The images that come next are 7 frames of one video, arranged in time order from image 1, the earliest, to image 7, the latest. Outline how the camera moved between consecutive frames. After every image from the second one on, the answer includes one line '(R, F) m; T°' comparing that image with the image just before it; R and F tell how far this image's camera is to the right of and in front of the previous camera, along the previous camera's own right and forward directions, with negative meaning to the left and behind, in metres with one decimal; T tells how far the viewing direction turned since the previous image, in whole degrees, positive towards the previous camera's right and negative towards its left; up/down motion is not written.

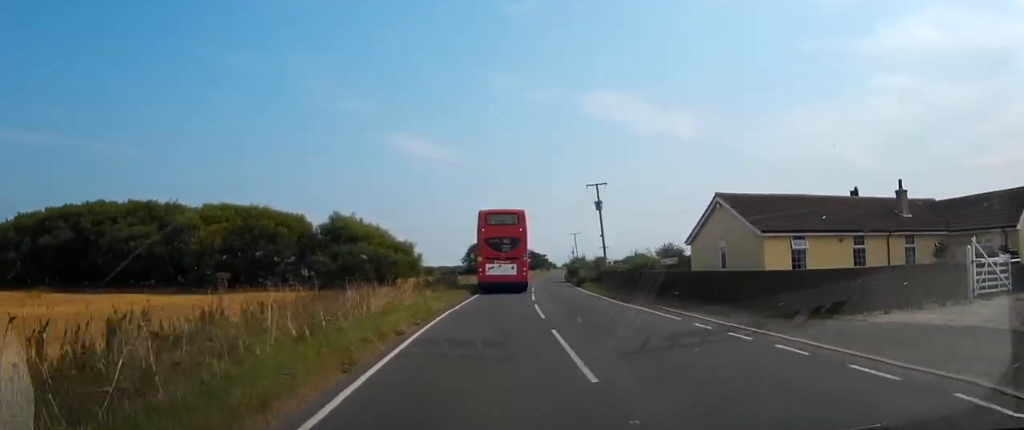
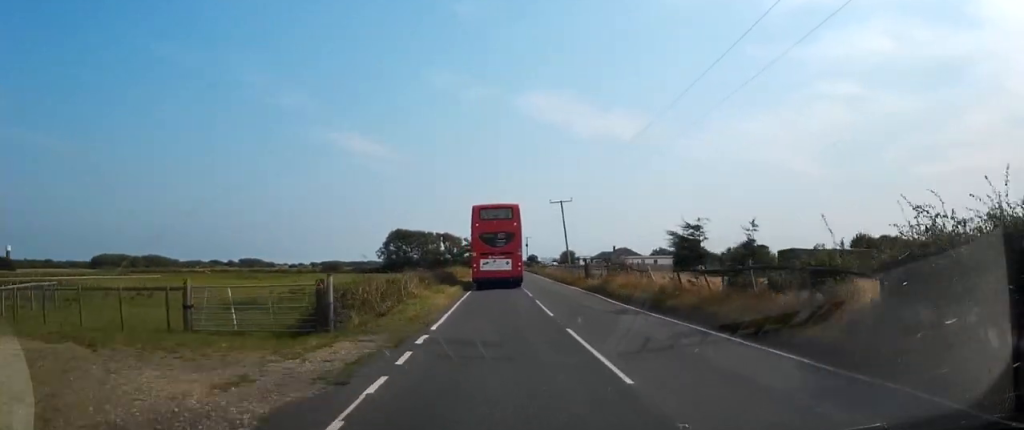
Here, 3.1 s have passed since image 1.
(+2.5, +54.7) m; +6°
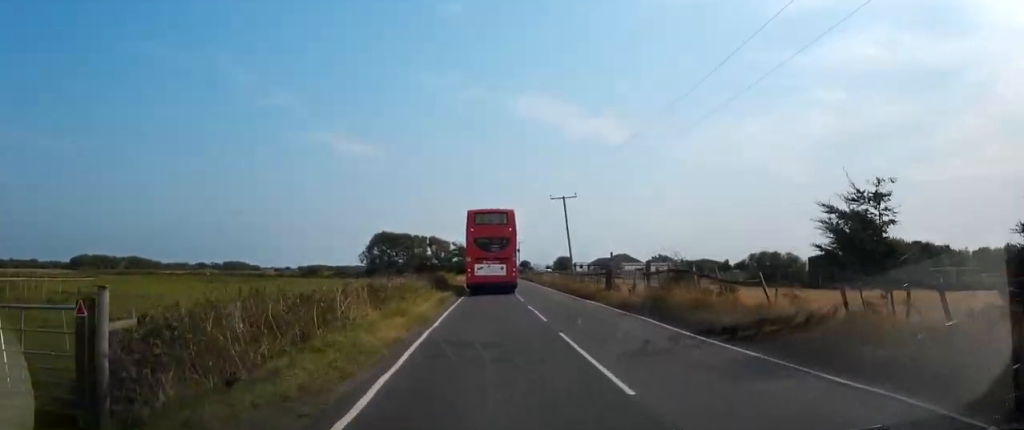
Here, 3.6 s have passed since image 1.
(+0.1, +9.0) m; +1°
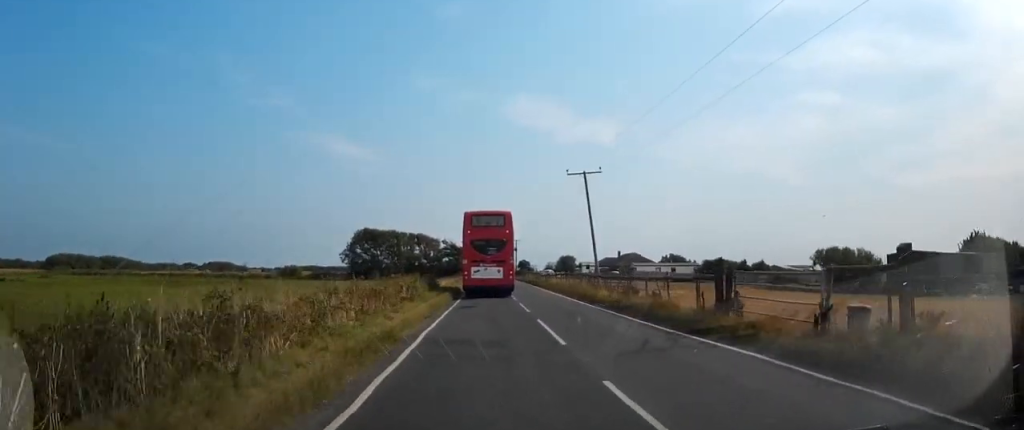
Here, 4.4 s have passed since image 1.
(+0.1, +13.9) m; +1°
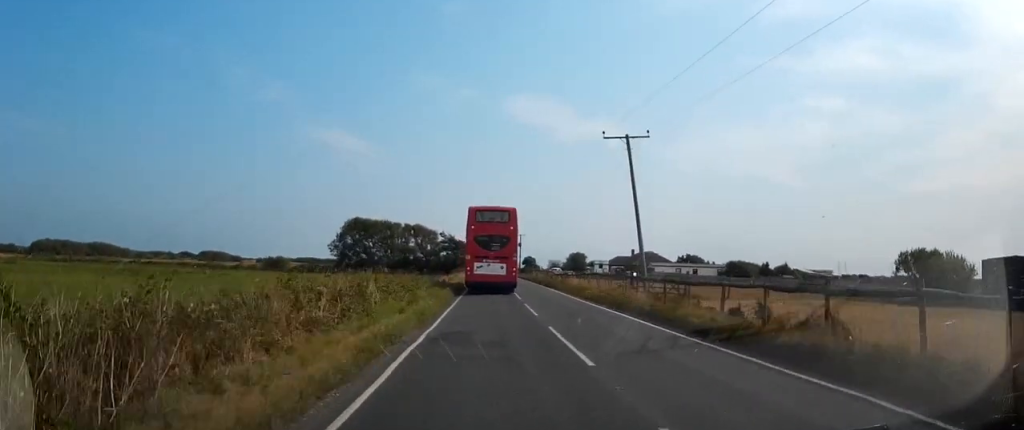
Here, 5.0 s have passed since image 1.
(+0.1, +10.9) m; +1°
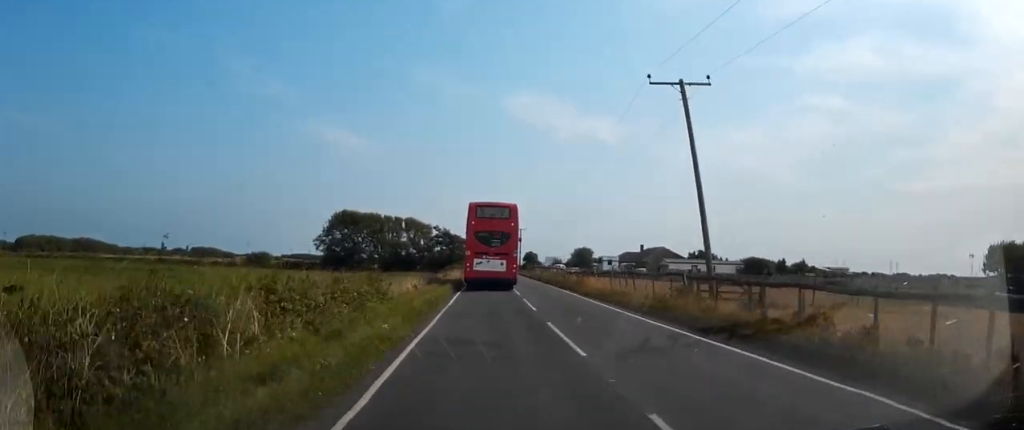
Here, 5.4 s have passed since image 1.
(+0.2, +8.5) m; 0°
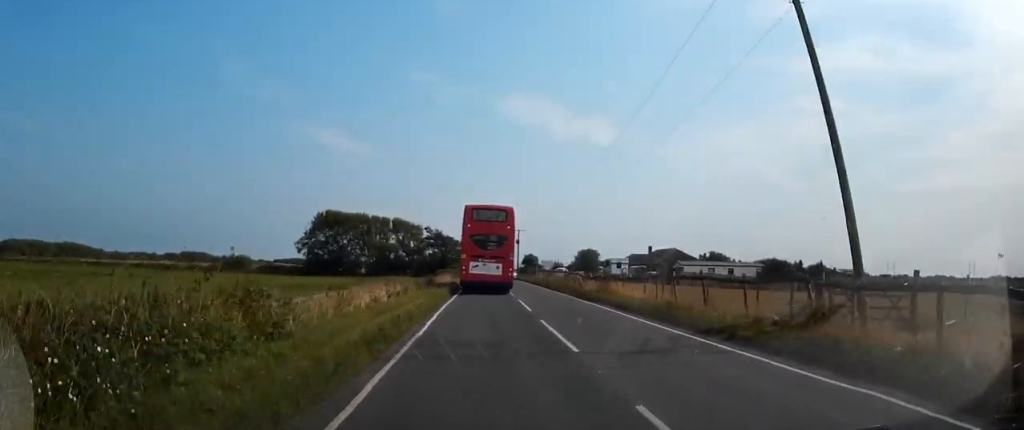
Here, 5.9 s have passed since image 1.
(0.0, +8.6) m; 0°
